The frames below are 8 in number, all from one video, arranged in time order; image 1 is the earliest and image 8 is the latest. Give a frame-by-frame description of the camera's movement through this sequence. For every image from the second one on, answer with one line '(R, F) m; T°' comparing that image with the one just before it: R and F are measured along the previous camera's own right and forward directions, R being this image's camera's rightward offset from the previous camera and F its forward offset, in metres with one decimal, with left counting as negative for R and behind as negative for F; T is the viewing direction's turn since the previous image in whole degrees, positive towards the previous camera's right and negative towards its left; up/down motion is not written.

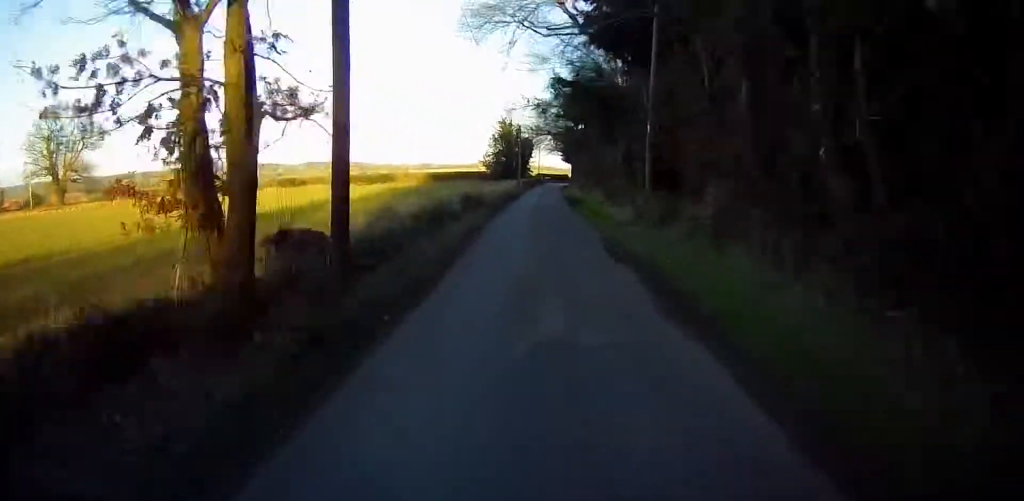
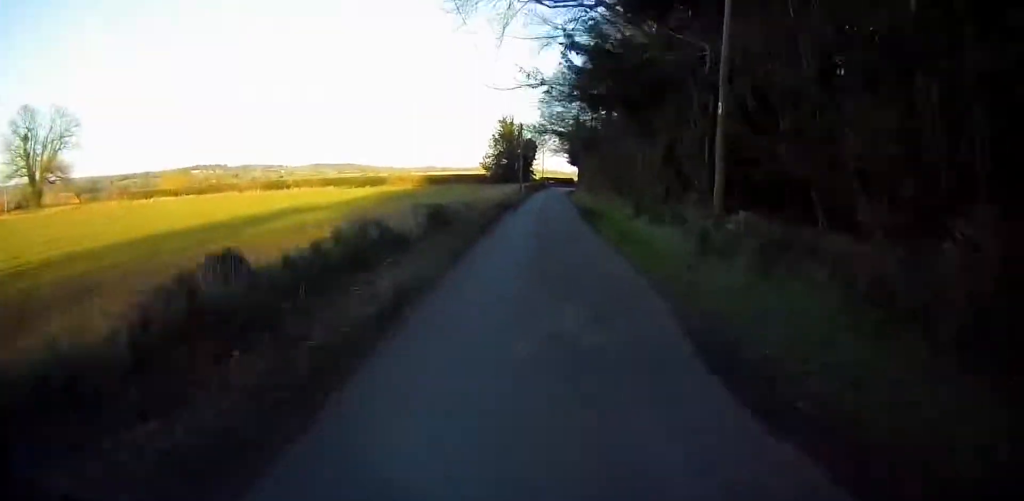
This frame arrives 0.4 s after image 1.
(+0.2, +8.1) m; 0°
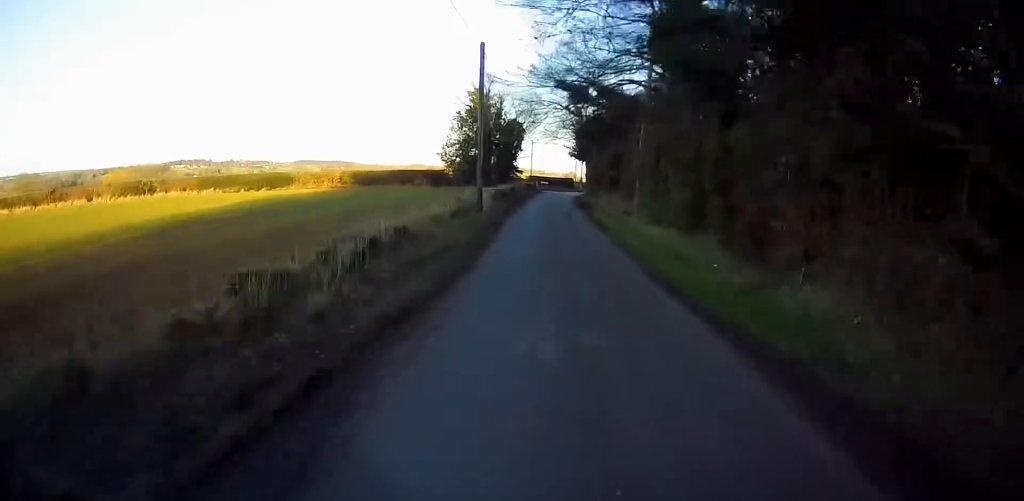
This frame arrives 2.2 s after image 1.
(+0.2, +35.1) m; +1°
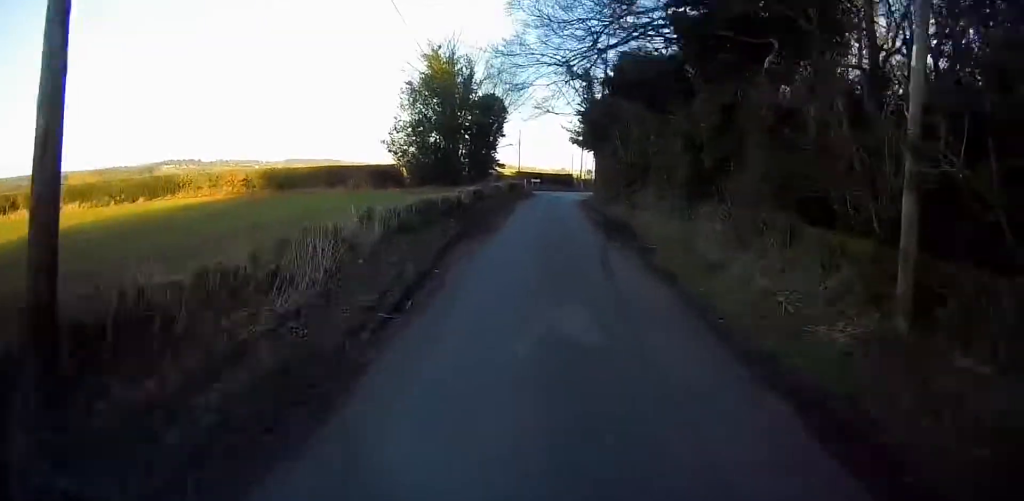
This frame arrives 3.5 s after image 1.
(+0.5, +20.6) m; +1°
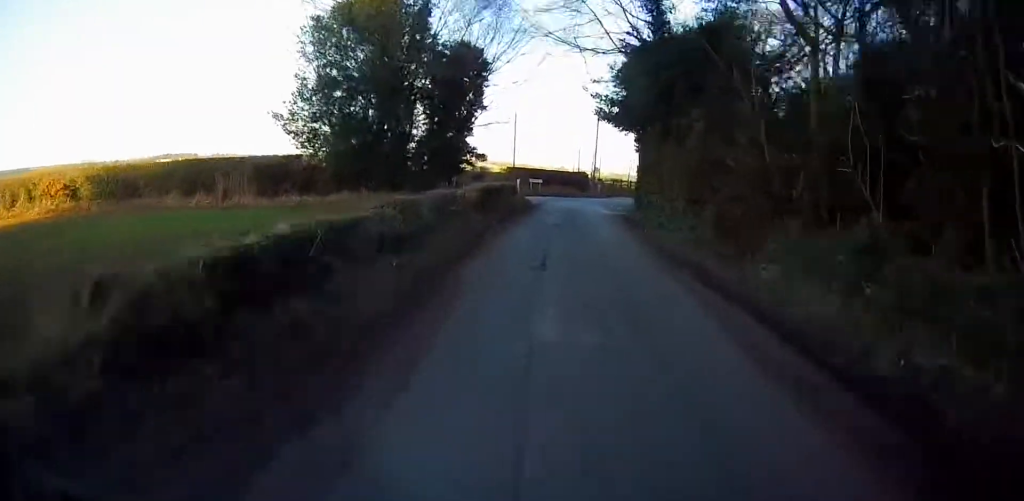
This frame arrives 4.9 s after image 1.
(-0.3, +20.9) m; 0°
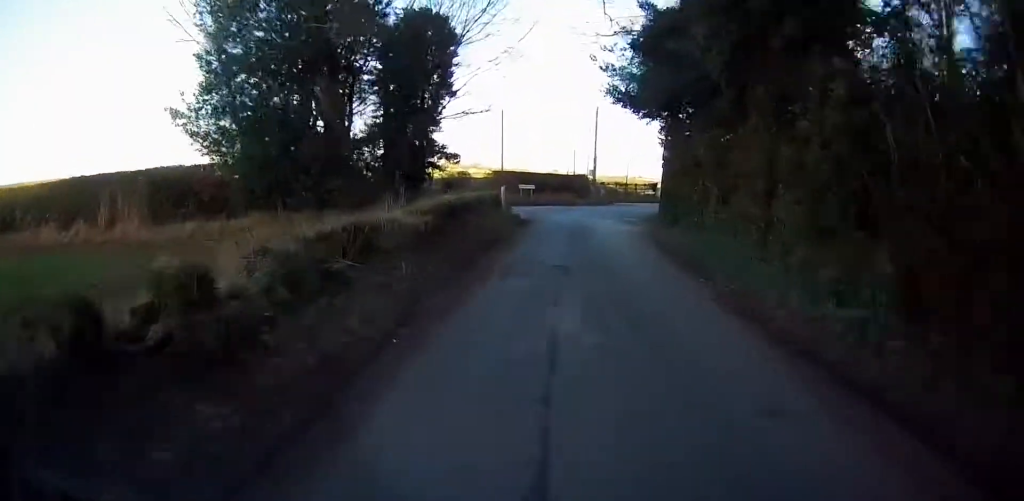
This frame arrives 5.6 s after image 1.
(+0.2, +8.3) m; +1°
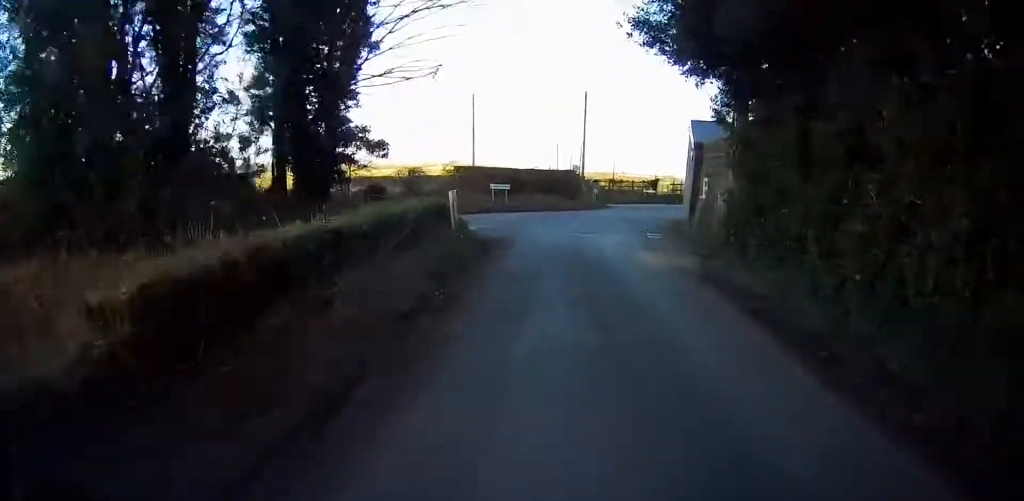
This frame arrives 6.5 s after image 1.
(+0.1, +9.4) m; 0°
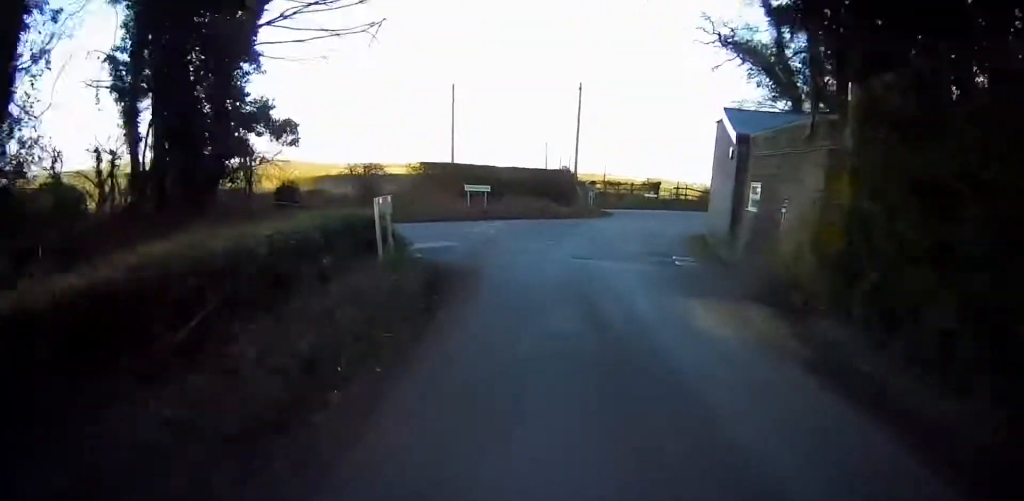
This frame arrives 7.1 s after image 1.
(0.0, +5.7) m; 0°
